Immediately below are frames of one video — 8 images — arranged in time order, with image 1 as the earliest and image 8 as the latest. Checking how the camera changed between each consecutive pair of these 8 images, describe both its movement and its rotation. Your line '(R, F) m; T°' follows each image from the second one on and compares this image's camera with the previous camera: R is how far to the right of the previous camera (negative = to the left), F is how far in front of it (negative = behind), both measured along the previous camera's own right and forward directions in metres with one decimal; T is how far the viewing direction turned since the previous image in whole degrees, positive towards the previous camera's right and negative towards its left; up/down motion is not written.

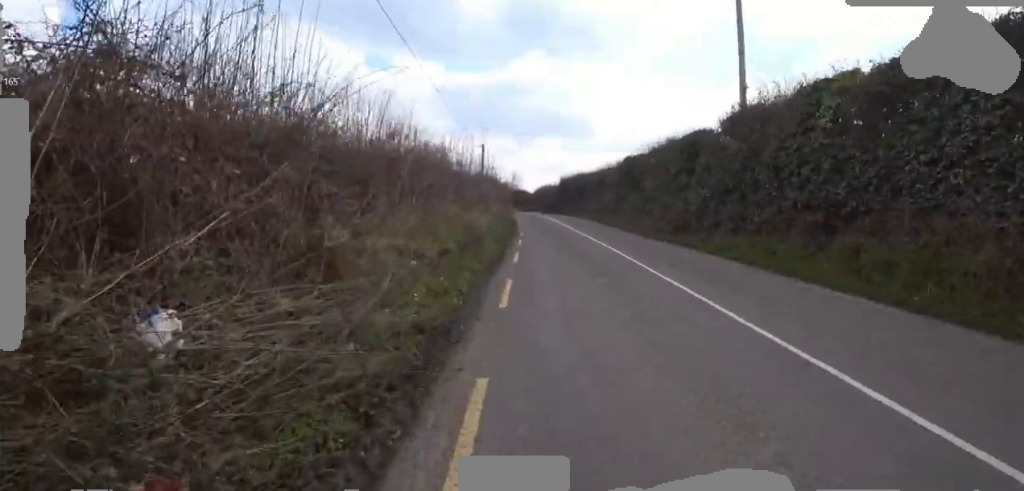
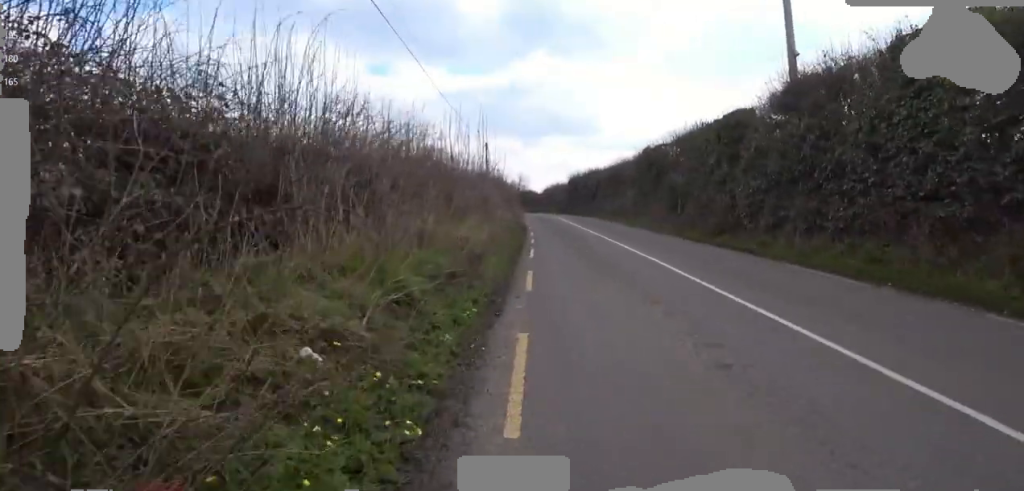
(0.0, +2.6) m; 0°
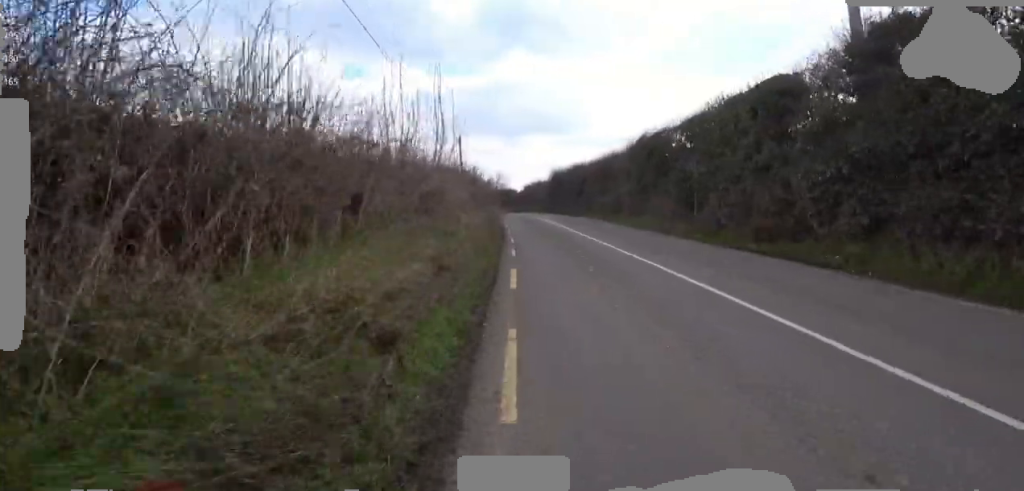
(0.0, +3.5) m; 0°
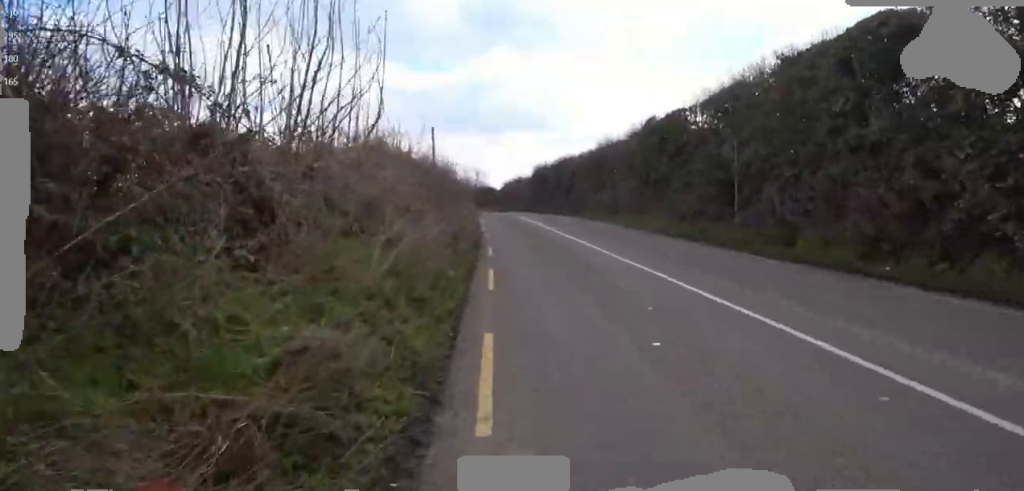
(0.0, +3.9) m; 0°
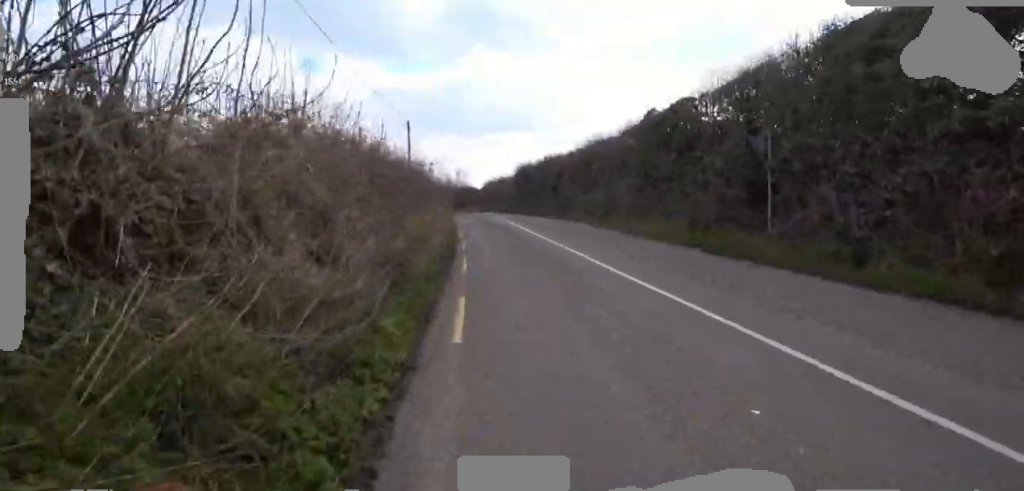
(0.0, +2.1) m; 0°
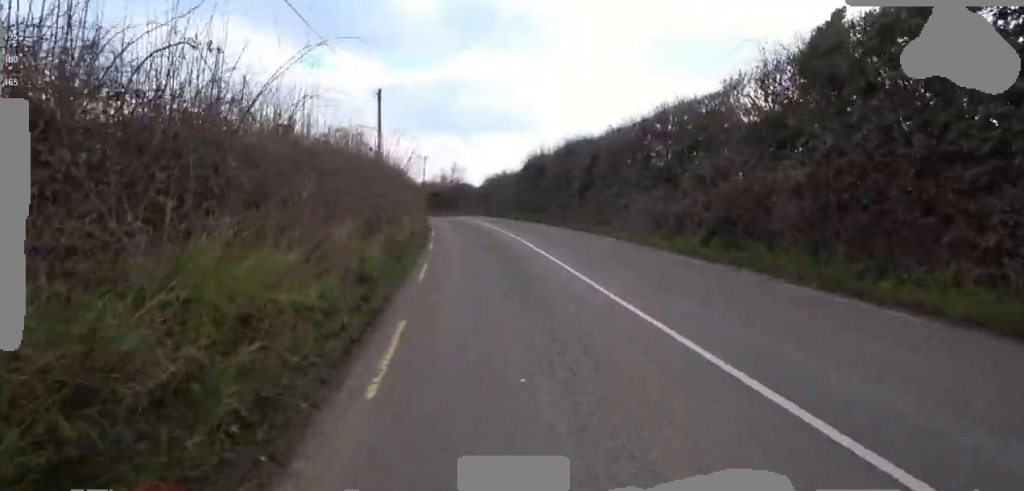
(0.0, +8.5) m; 0°
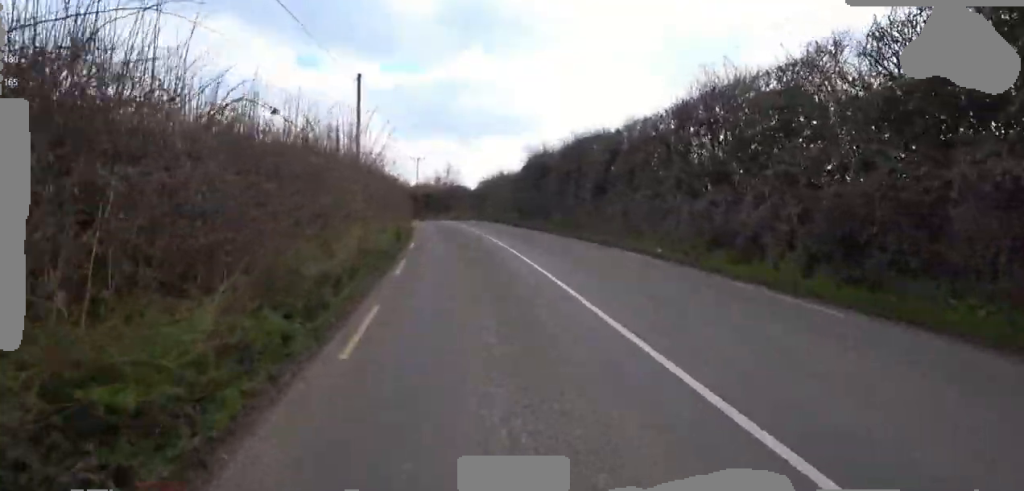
(0.0, +3.1) m; 0°
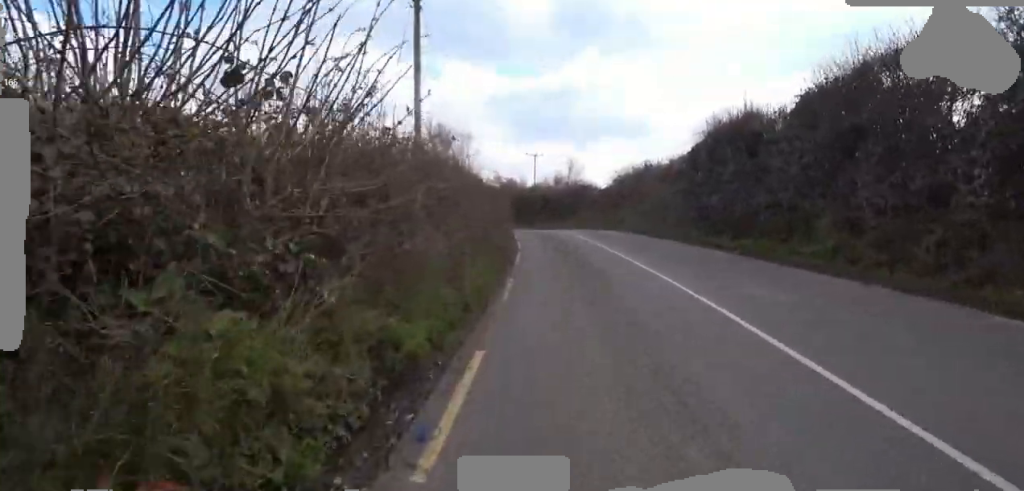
(-2.4, +8.6) m; -20°
